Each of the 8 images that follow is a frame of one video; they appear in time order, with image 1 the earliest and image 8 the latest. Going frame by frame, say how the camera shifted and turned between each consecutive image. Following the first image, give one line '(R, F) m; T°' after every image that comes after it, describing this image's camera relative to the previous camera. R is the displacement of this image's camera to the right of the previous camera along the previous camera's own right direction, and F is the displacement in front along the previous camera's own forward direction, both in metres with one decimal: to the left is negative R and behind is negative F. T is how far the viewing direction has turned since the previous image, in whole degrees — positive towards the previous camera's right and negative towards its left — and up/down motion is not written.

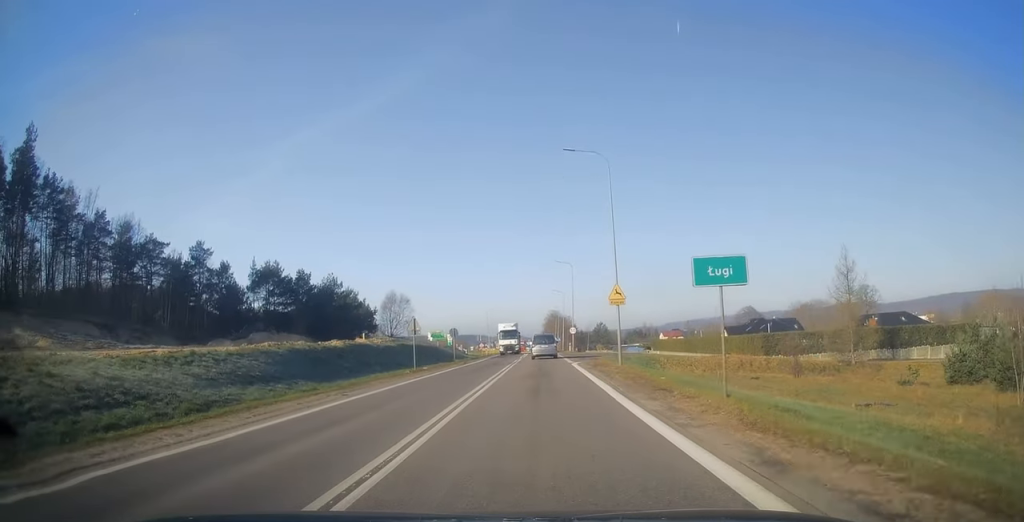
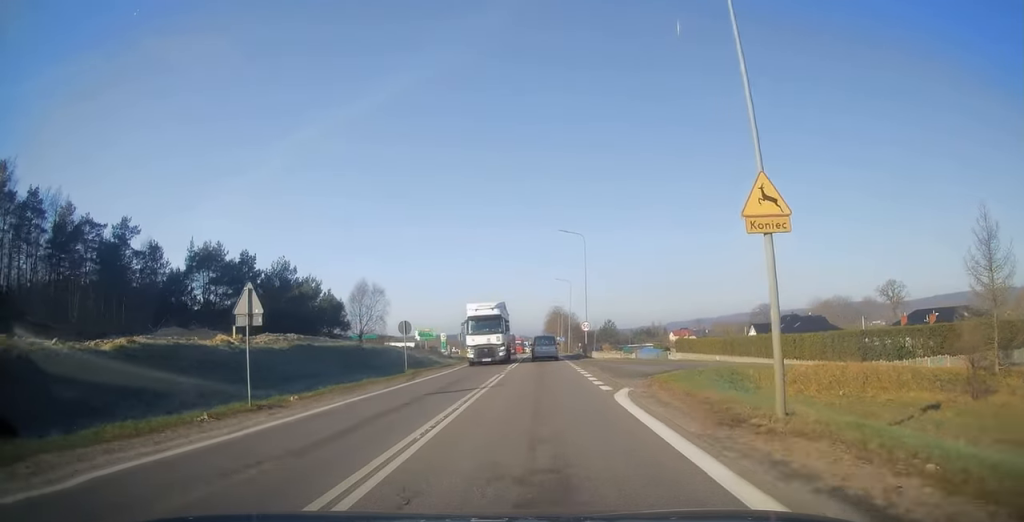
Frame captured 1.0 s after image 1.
(-0.1, +19.0) m; 0°
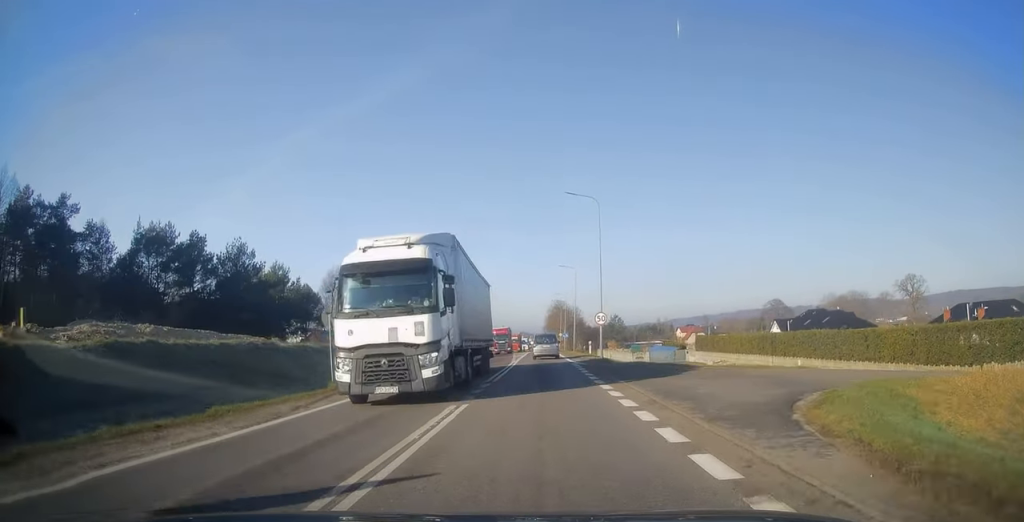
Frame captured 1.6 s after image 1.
(0.0, +12.1) m; 0°
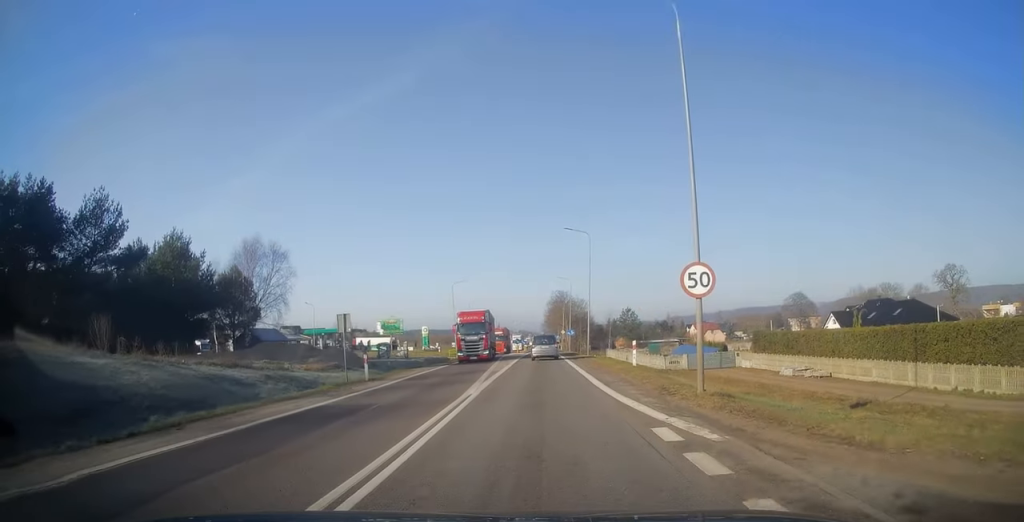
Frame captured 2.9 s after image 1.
(+0.3, +23.6) m; 0°
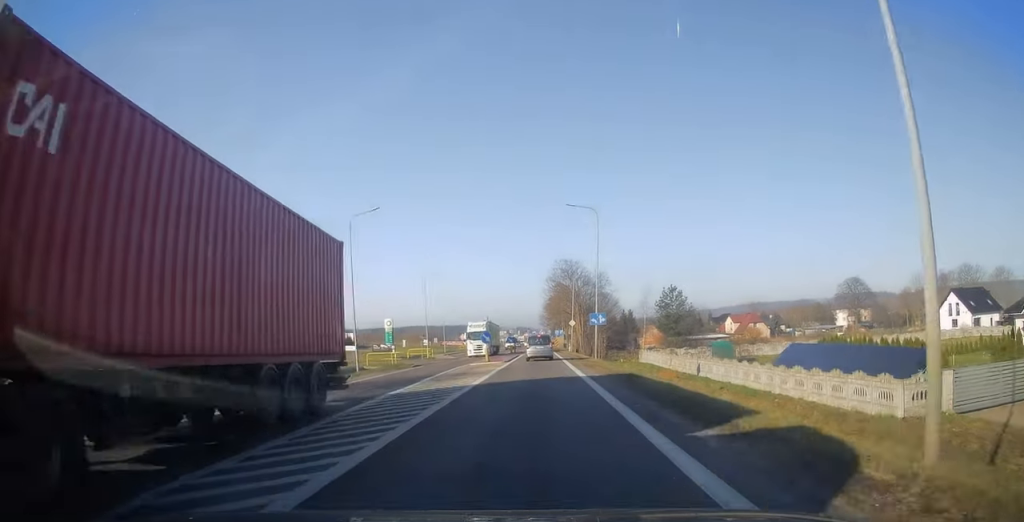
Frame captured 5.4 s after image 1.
(-0.1, +44.1) m; +1°
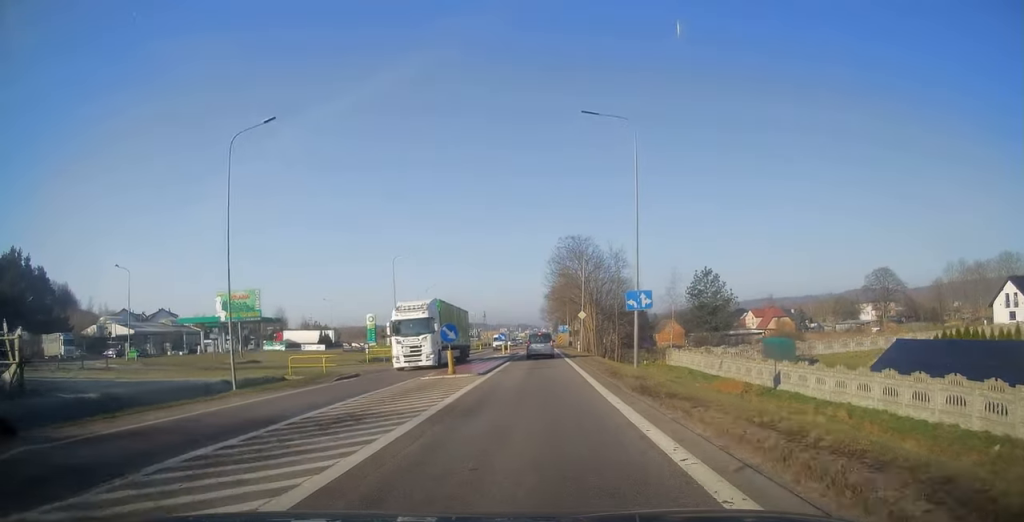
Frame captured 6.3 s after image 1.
(-0.1, +16.6) m; 0°
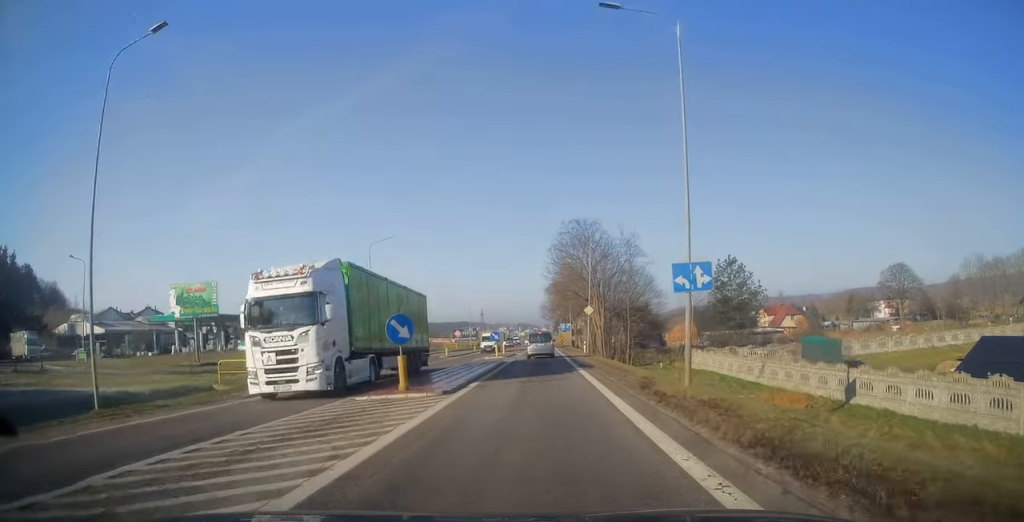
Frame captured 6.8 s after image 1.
(0.0, +8.4) m; 0°
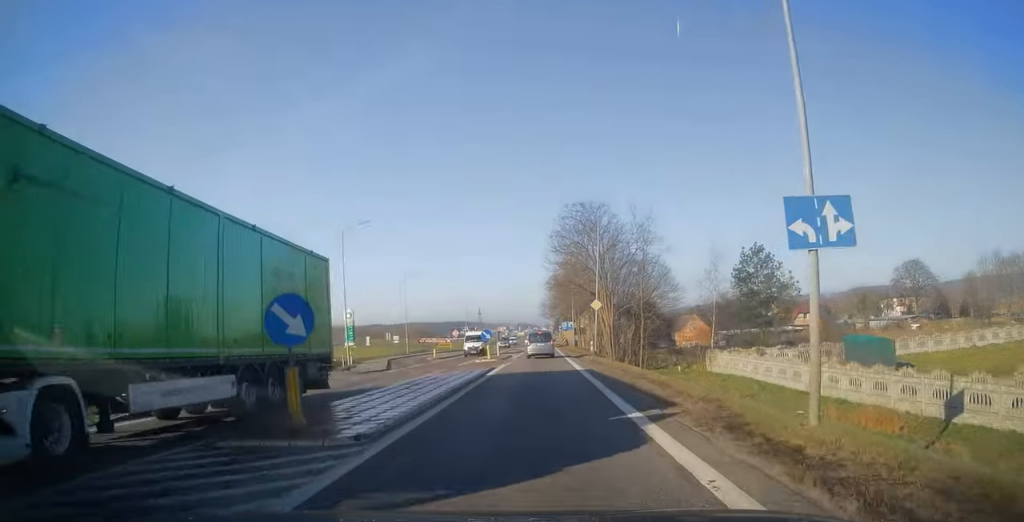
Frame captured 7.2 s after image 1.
(0.0, +7.2) m; 0°
